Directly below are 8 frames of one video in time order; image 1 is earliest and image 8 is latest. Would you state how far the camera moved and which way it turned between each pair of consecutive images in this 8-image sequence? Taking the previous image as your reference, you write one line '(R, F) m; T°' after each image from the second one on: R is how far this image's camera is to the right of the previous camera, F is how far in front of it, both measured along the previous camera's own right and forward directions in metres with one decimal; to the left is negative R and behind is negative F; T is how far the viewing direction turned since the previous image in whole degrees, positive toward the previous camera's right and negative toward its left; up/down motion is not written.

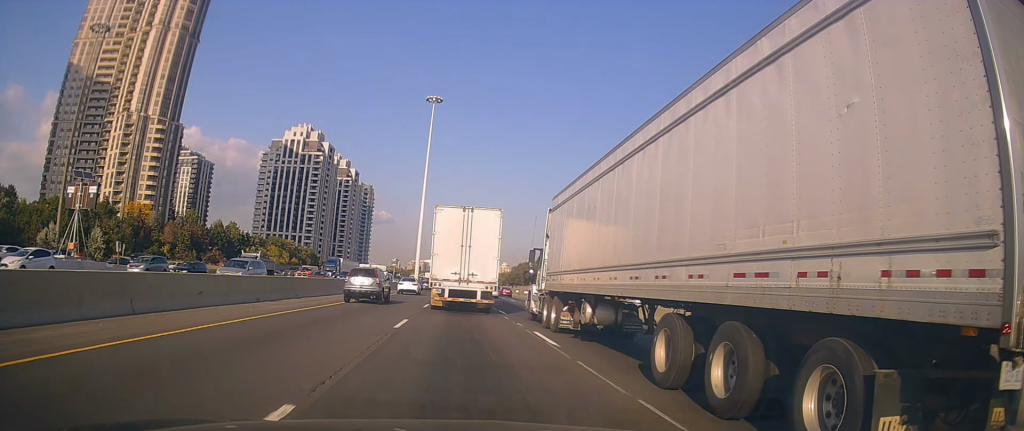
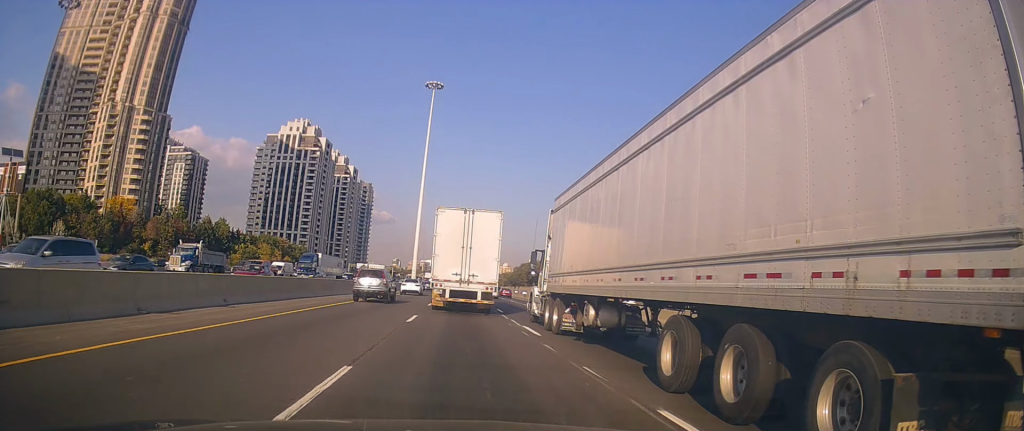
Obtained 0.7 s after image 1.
(0.0, +9.6) m; +1°
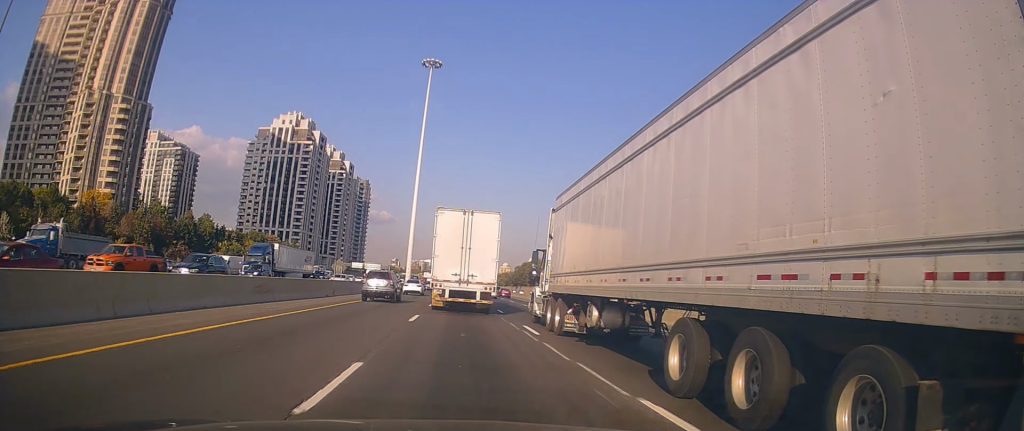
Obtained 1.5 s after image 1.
(+0.4, +11.6) m; +2°
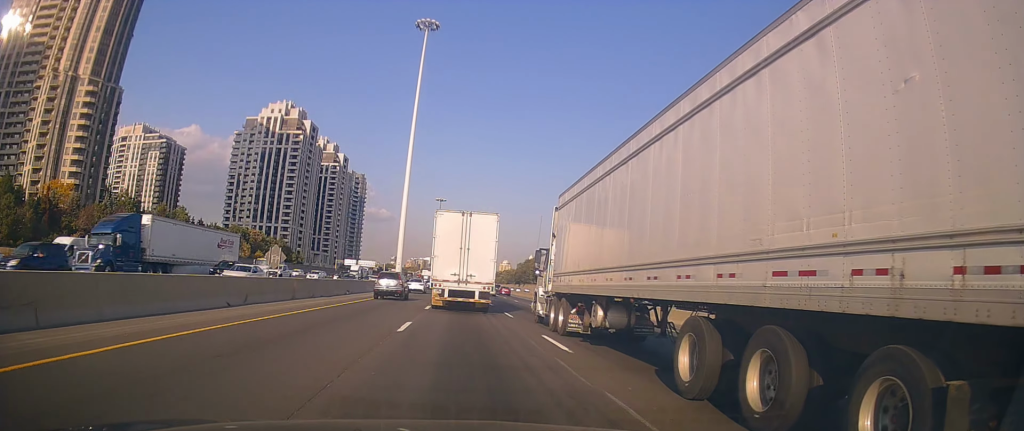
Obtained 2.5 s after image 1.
(-0.1, +15.7) m; -2°
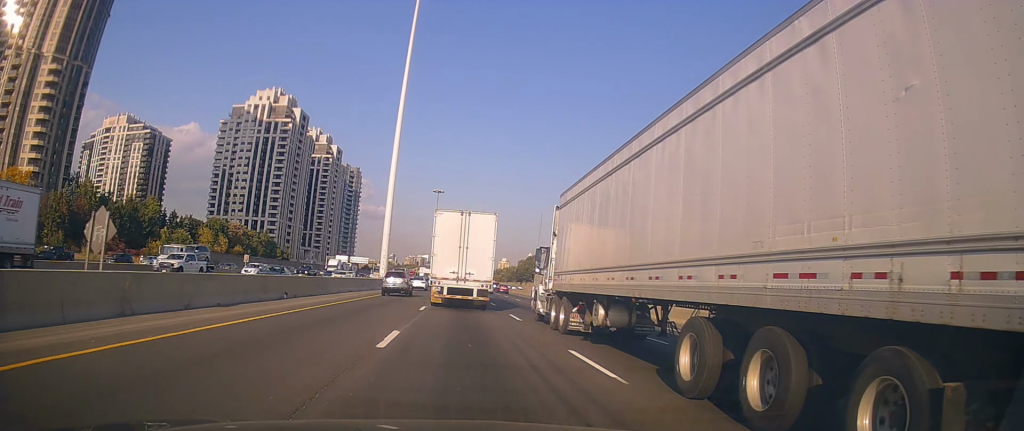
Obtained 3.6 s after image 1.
(-0.4, +15.5) m; 0°
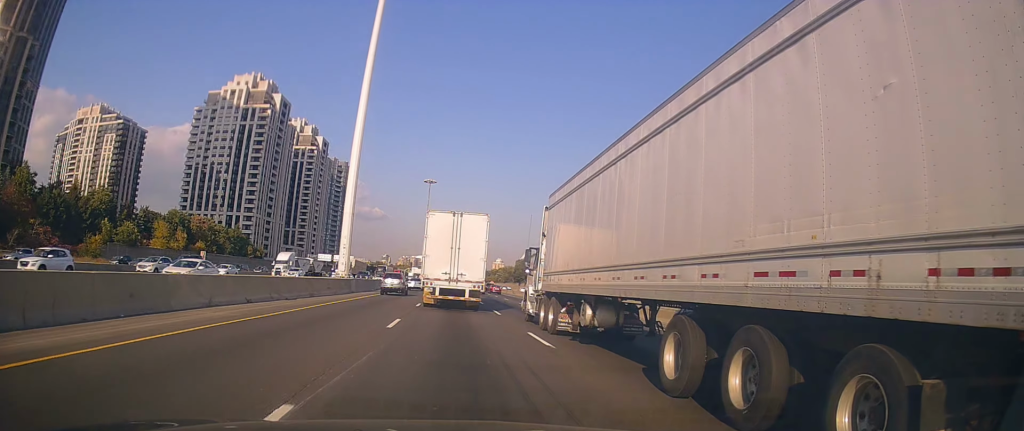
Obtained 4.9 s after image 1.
(+0.3, +20.4) m; 0°
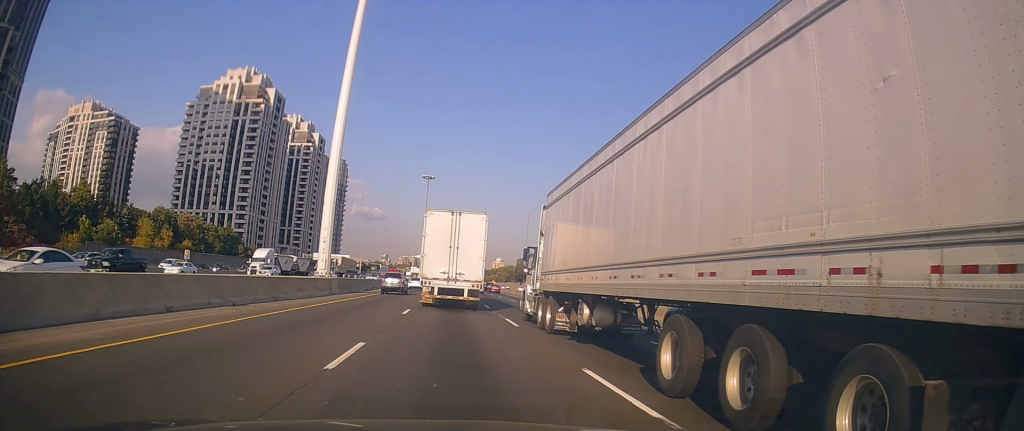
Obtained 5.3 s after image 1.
(-0.1, +6.7) m; 0°
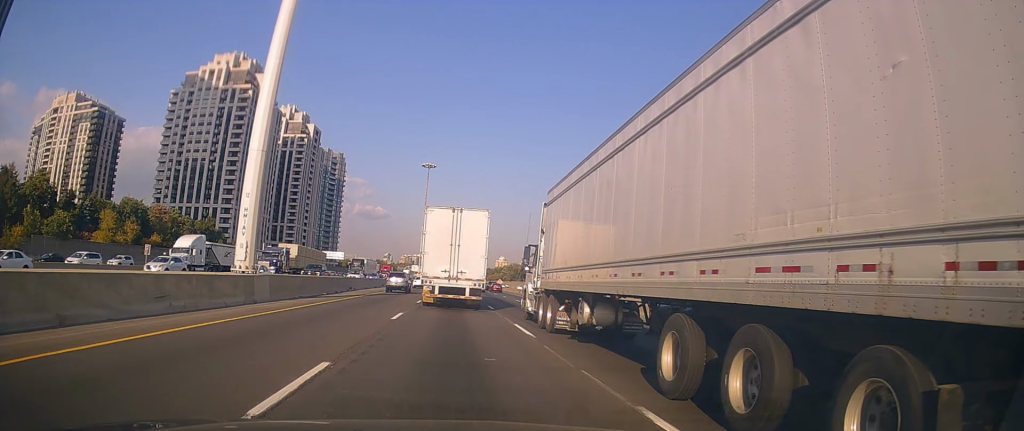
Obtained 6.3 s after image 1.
(+0.1, +15.3) m; 0°
